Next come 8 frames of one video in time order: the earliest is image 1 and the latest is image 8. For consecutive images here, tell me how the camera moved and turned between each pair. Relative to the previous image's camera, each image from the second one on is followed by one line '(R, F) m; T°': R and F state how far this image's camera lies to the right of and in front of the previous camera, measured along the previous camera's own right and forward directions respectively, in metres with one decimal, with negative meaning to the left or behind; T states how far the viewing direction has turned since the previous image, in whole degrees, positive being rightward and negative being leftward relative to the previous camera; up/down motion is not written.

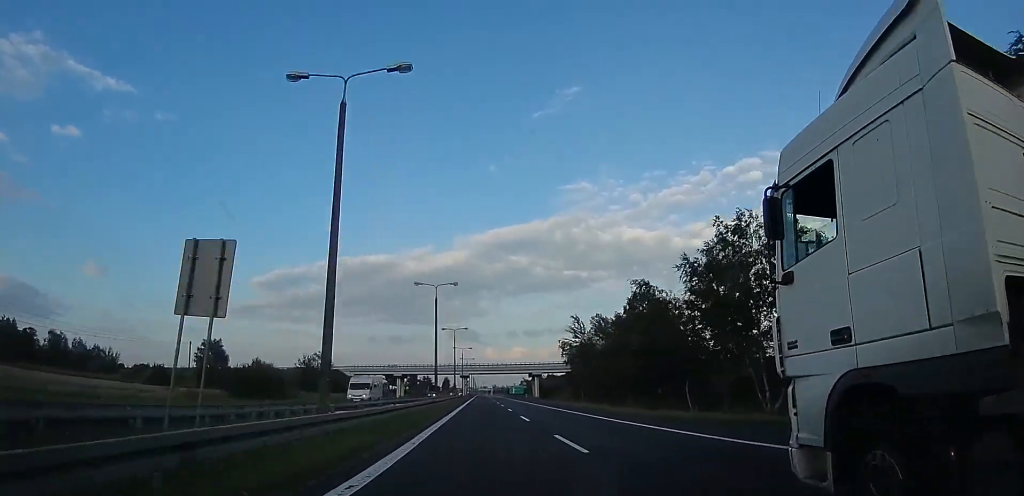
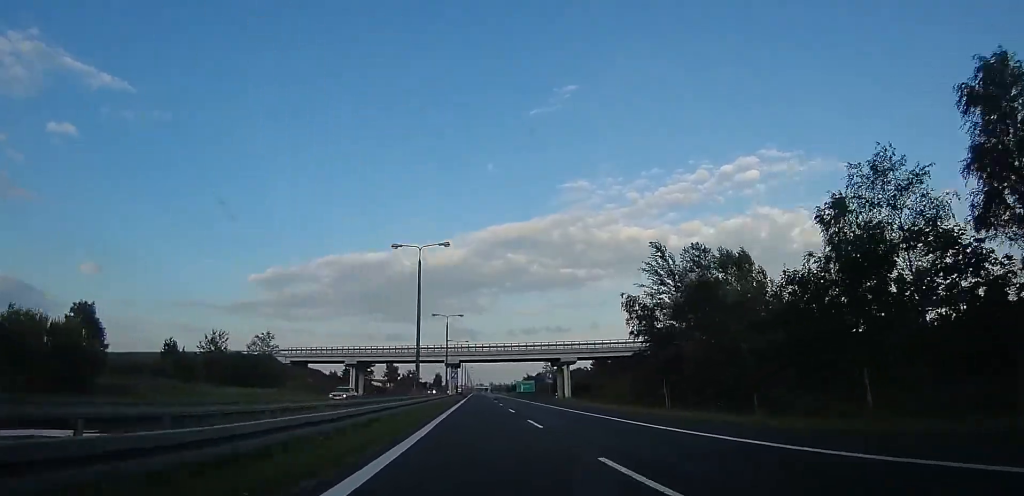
(+0.3, +41.1) m; 0°
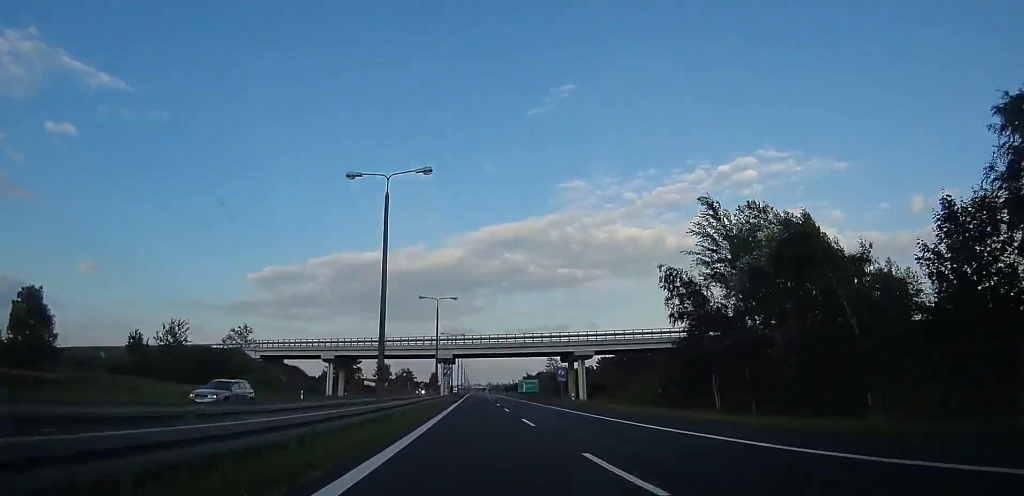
(0.0, +11.1) m; 0°
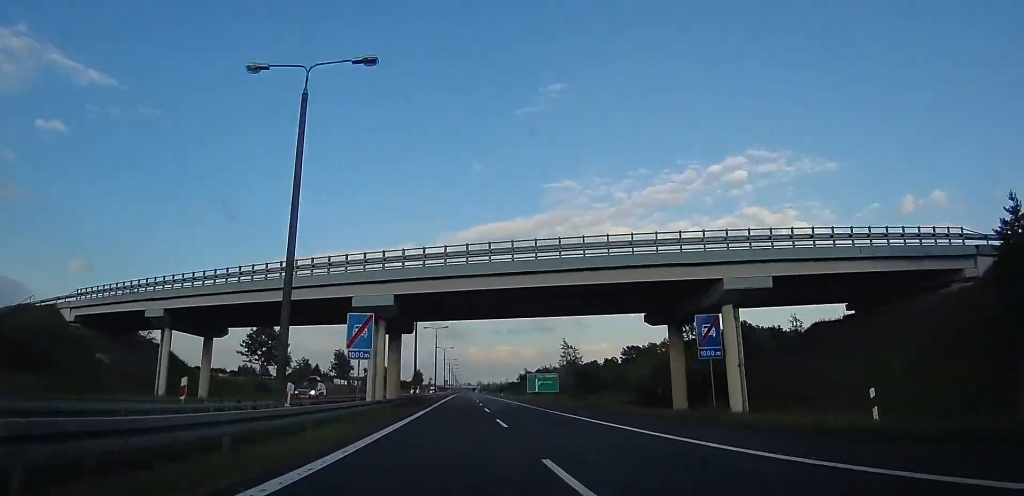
(0.0, +36.4) m; 0°
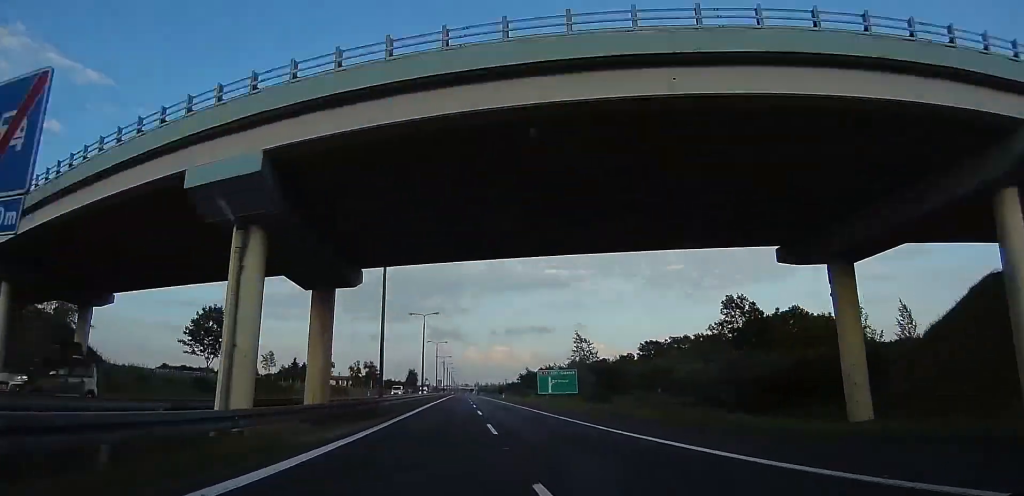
(0.0, +14.2) m; 0°
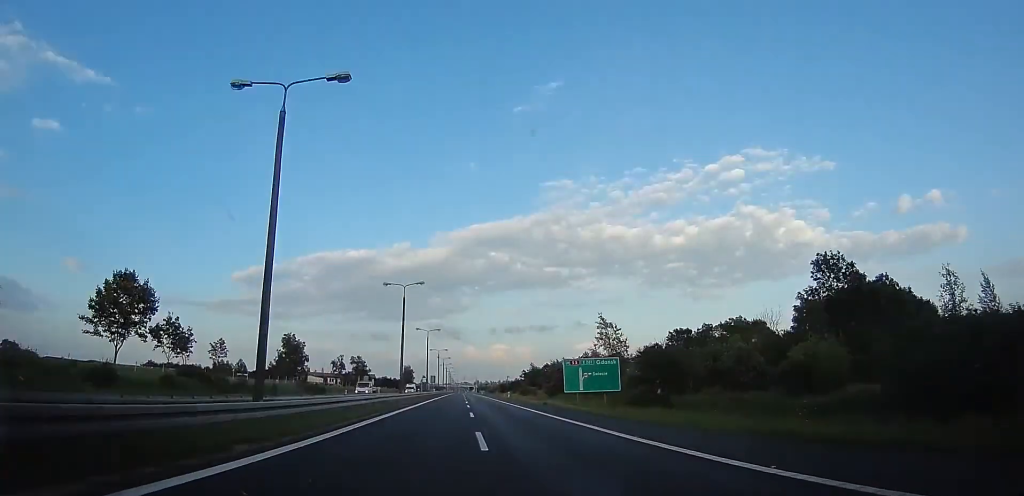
(0.0, +16.2) m; 0°
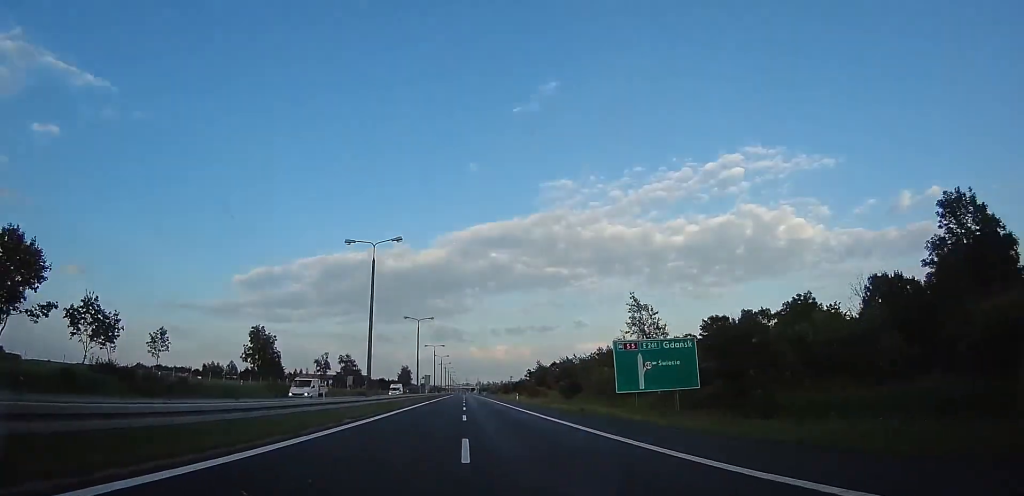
(0.0, +13.5) m; 0°
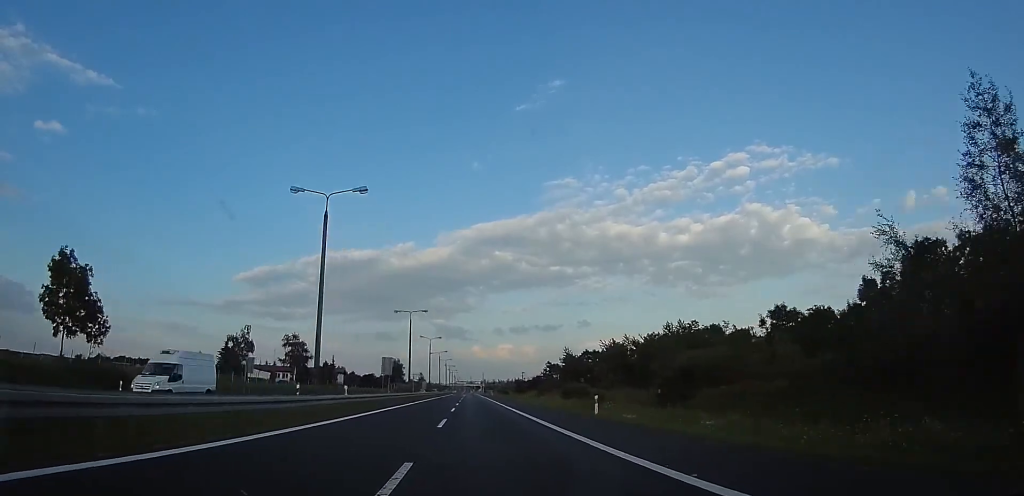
(0.0, +39.9) m; 0°
